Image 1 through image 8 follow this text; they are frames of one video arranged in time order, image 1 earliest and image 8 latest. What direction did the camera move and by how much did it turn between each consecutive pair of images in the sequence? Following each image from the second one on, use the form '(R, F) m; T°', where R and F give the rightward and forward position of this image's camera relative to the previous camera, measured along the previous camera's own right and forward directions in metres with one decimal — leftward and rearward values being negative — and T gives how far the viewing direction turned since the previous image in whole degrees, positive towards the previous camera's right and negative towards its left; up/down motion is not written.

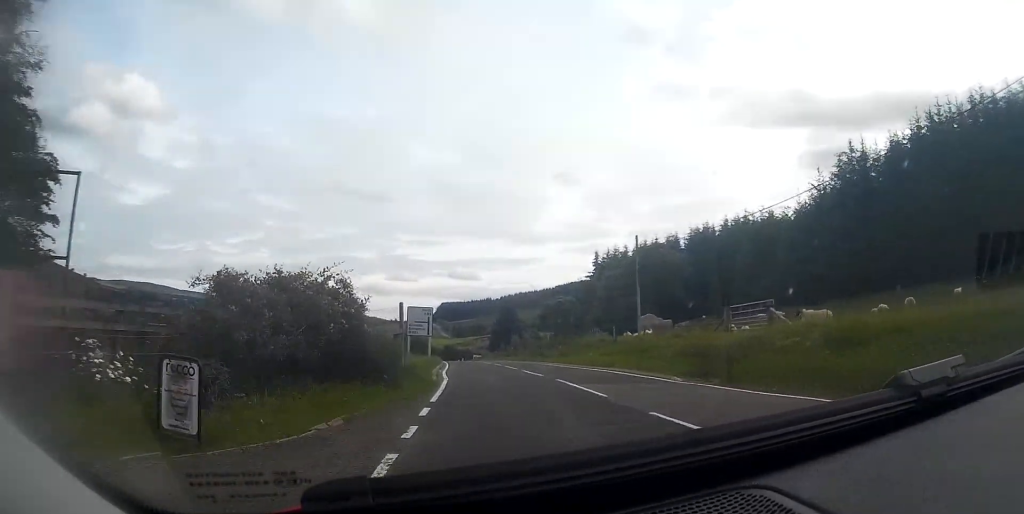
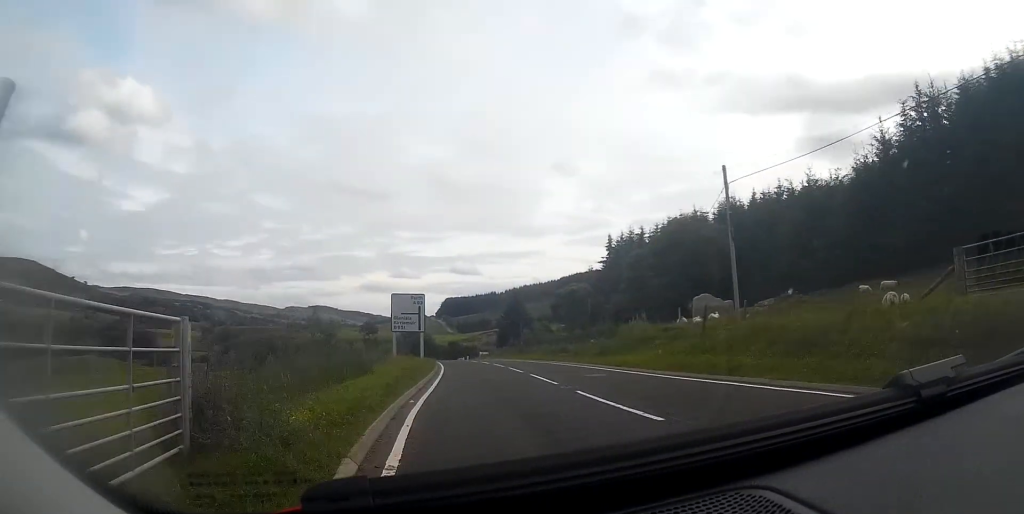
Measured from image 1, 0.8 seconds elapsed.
(0.0, +12.8) m; 0°
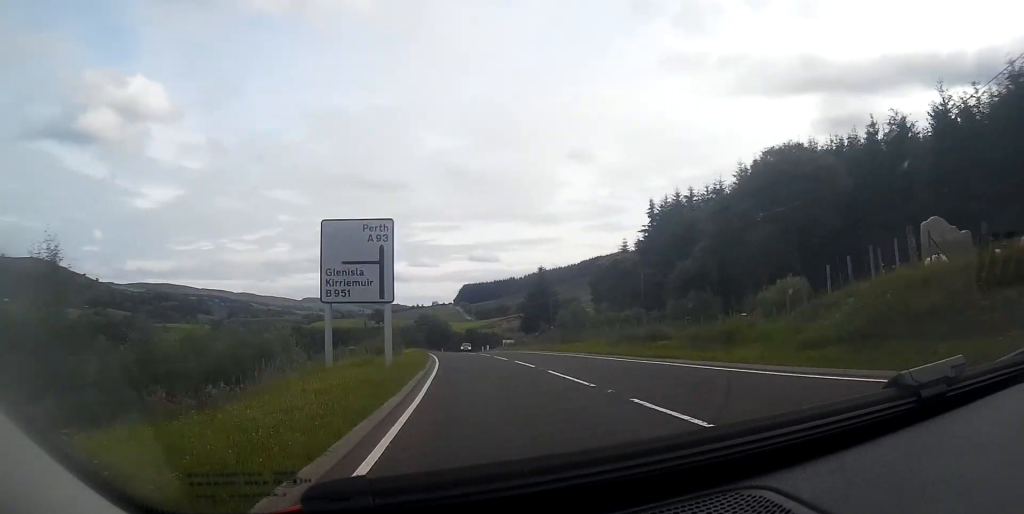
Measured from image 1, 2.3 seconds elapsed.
(-0.1, +22.5) m; -1°
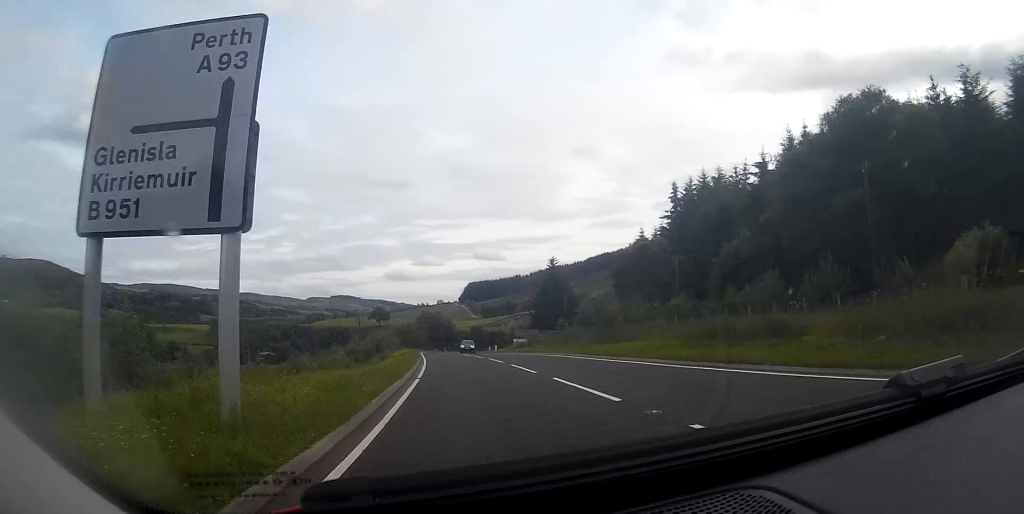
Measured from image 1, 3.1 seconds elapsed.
(-0.2, +12.3) m; -1°
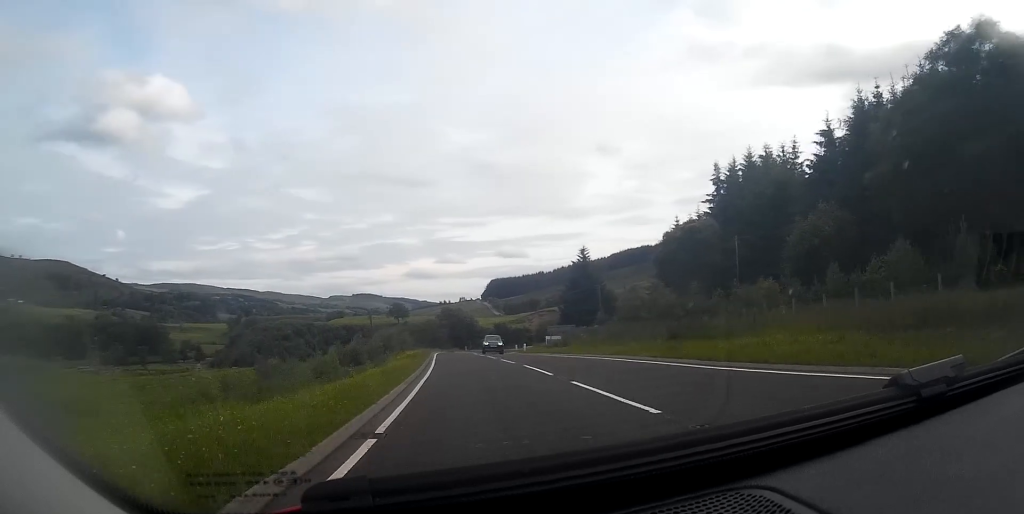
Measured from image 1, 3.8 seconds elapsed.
(-0.1, +10.8) m; -1°
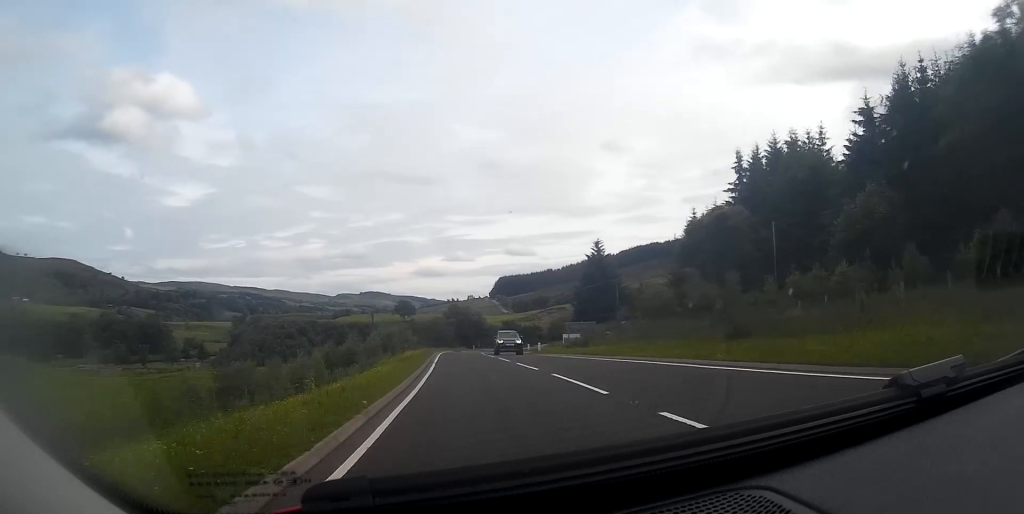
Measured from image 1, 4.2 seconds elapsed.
(0.0, +6.2) m; -1°
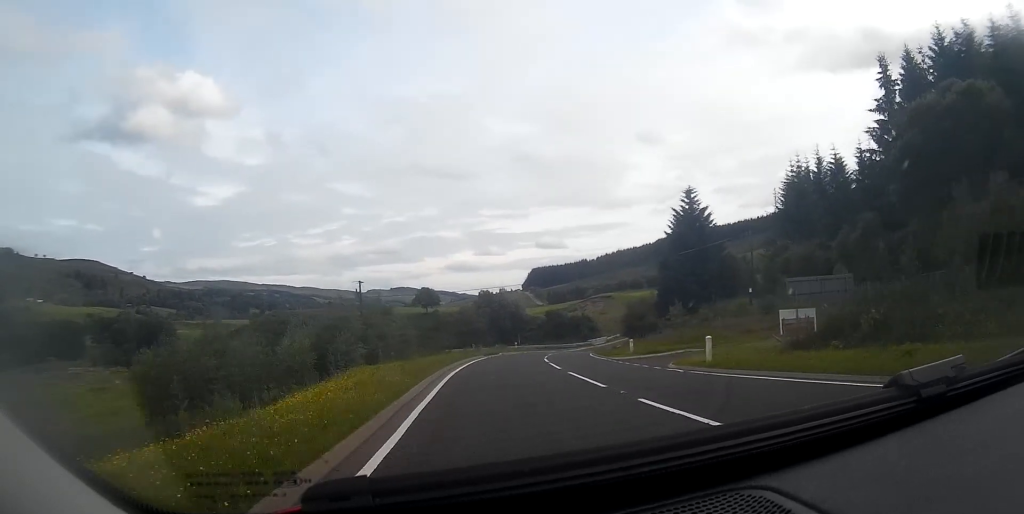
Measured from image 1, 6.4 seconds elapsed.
(-1.2, +33.9) m; -3°
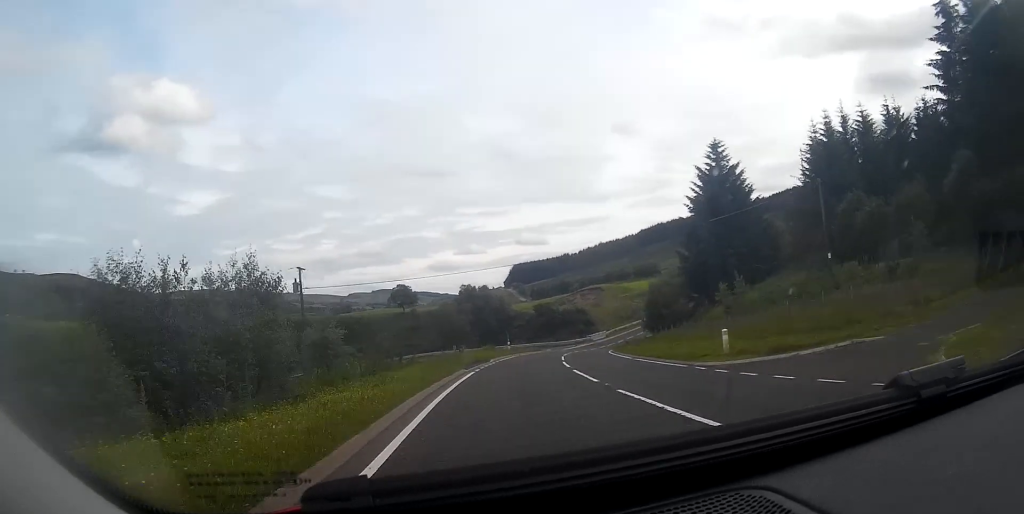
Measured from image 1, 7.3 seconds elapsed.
(0.0, +15.4) m; +1°
